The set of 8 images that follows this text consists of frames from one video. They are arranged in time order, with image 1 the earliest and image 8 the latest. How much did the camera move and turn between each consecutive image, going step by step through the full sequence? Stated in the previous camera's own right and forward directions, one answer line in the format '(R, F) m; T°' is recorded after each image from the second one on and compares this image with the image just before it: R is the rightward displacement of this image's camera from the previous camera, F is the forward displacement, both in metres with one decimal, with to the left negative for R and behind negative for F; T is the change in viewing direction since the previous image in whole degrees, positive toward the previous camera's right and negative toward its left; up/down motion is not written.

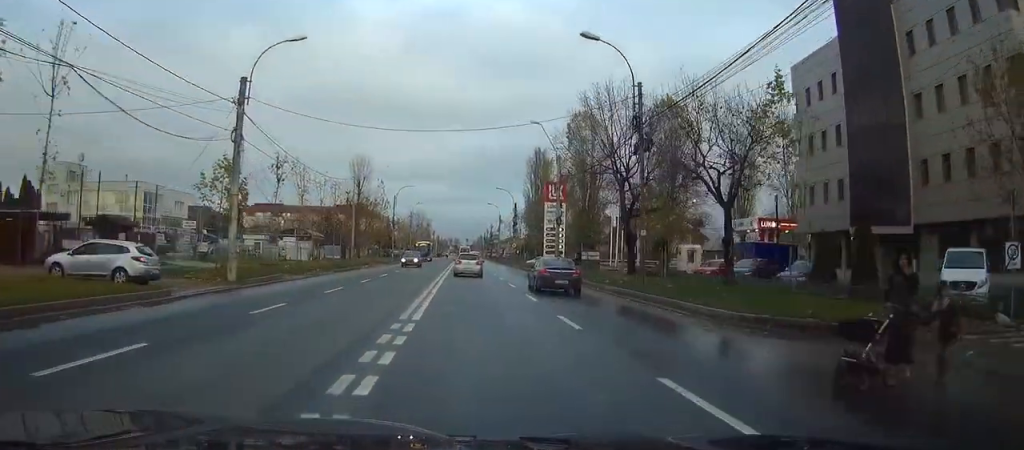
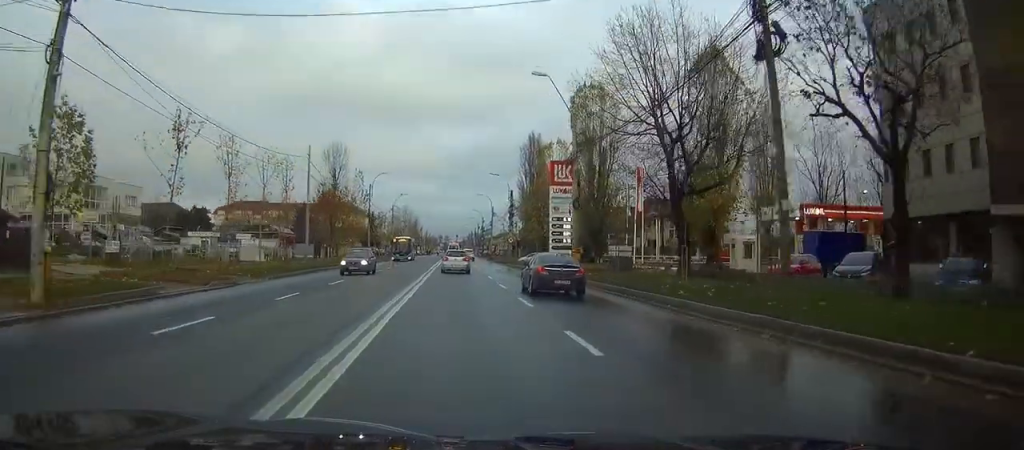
(+0.2, +13.0) m; +1°
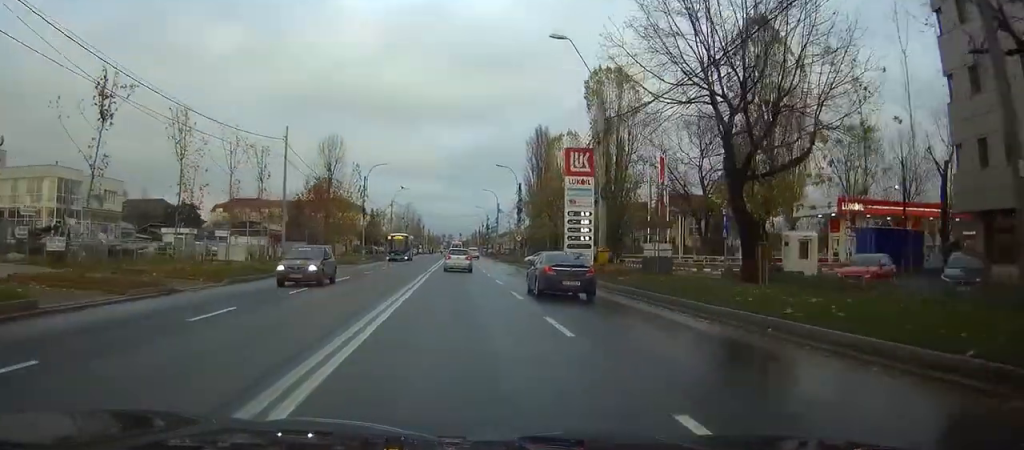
(0.0, +6.9) m; 0°
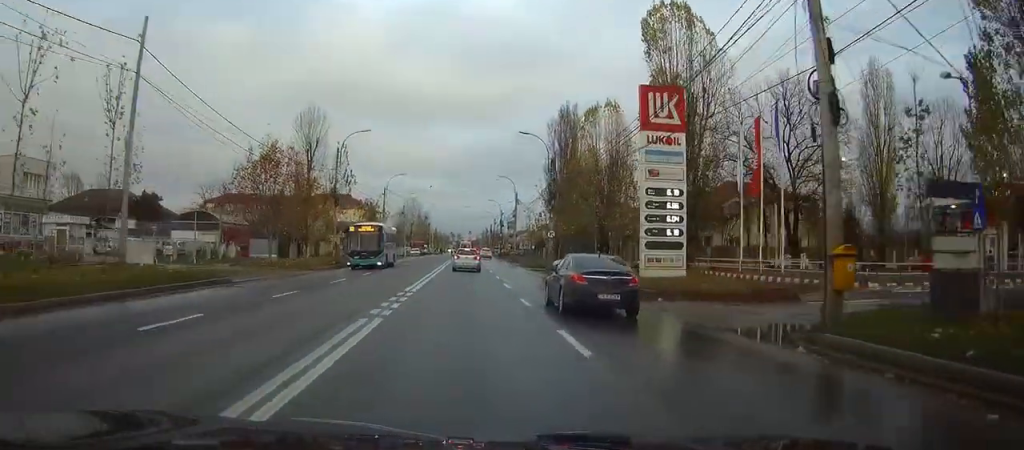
(+0.1, +20.2) m; 0°
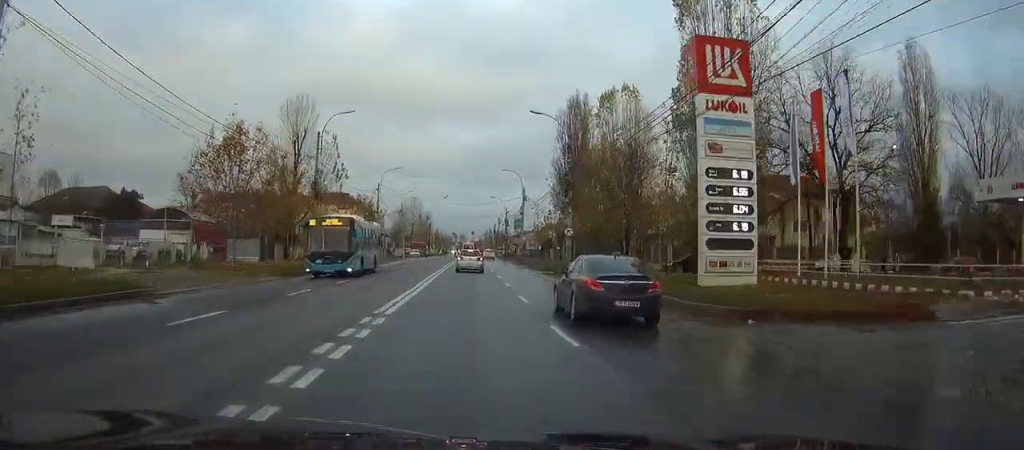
(0.0, +7.9) m; 0°
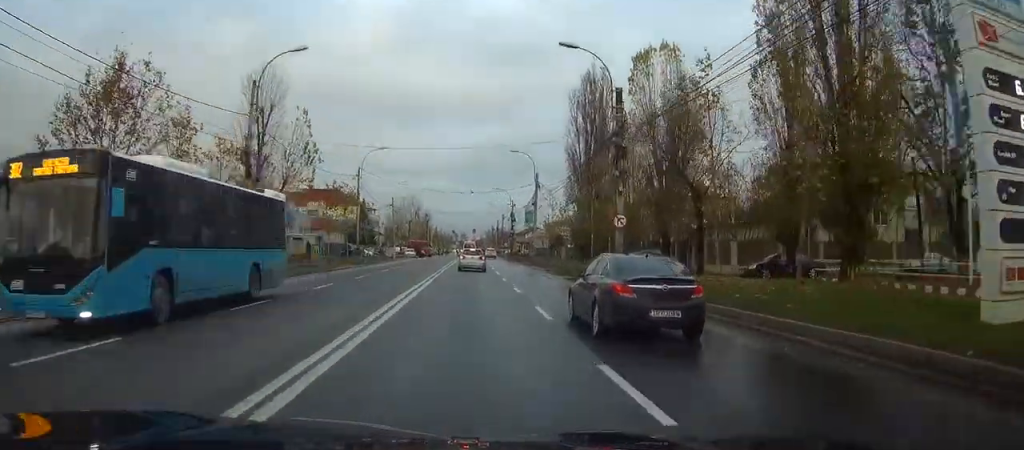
(0.0, +14.4) m; -1°
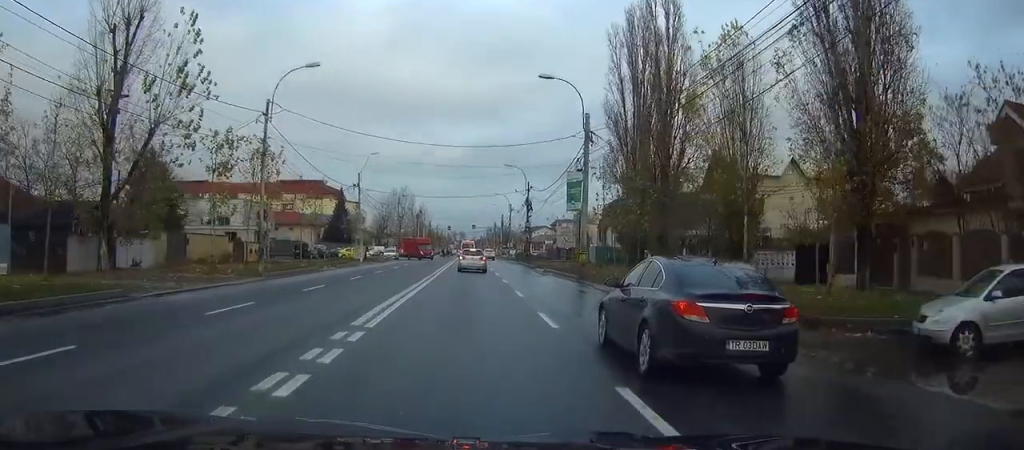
(-0.2, +28.7) m; 0°
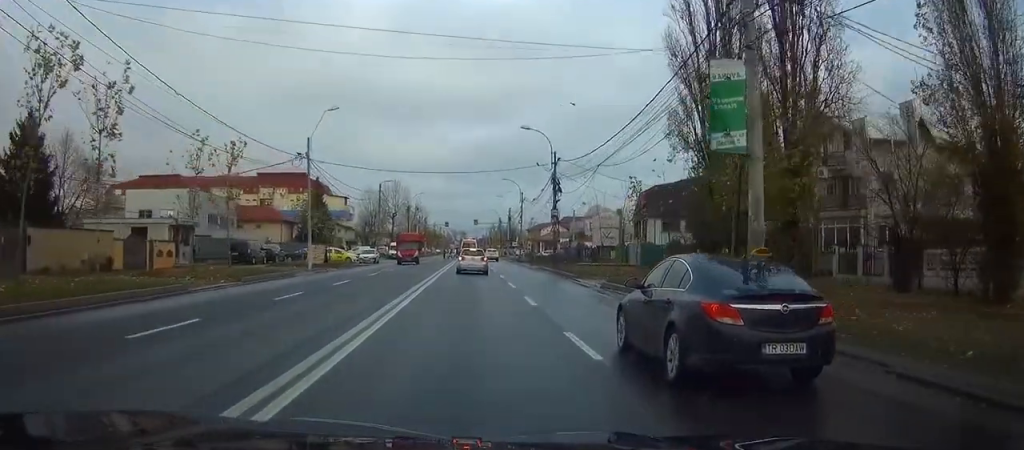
(0.0, +22.4) m; 0°
